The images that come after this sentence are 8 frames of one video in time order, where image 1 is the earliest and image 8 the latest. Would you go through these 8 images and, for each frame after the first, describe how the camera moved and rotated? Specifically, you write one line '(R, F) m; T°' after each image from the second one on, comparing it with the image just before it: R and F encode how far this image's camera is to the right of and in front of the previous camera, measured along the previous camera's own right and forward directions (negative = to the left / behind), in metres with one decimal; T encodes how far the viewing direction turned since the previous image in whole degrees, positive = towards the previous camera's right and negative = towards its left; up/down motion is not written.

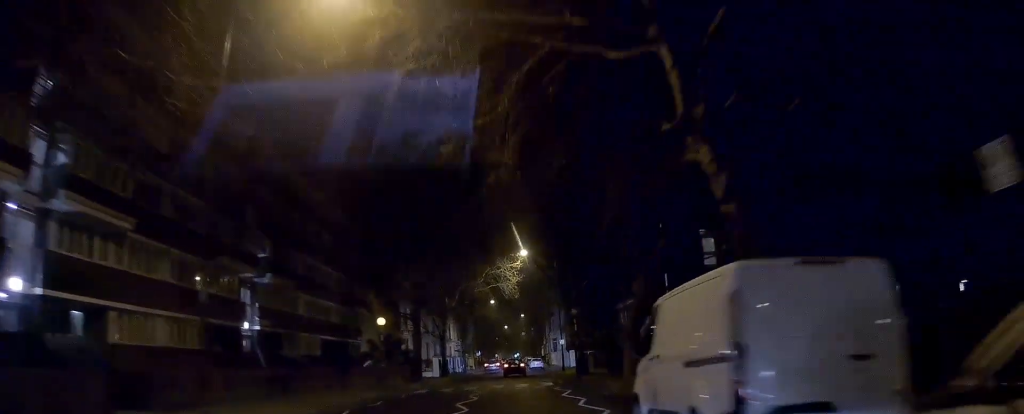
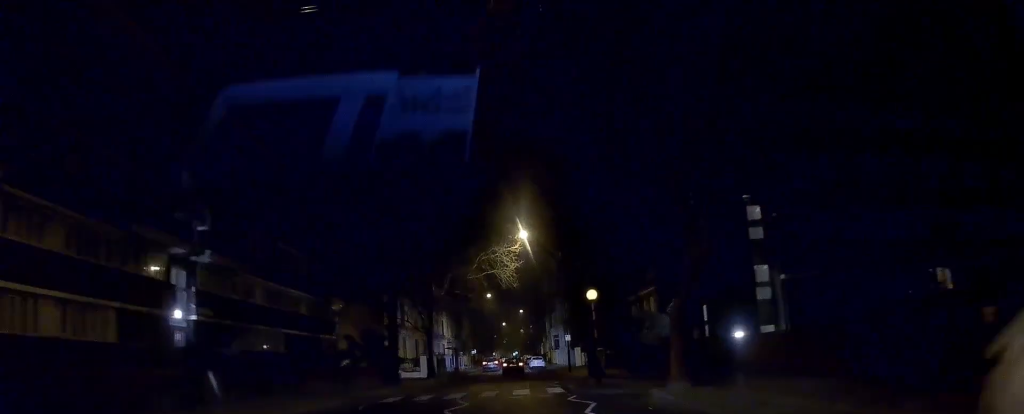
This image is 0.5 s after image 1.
(+0.3, +7.0) m; 0°
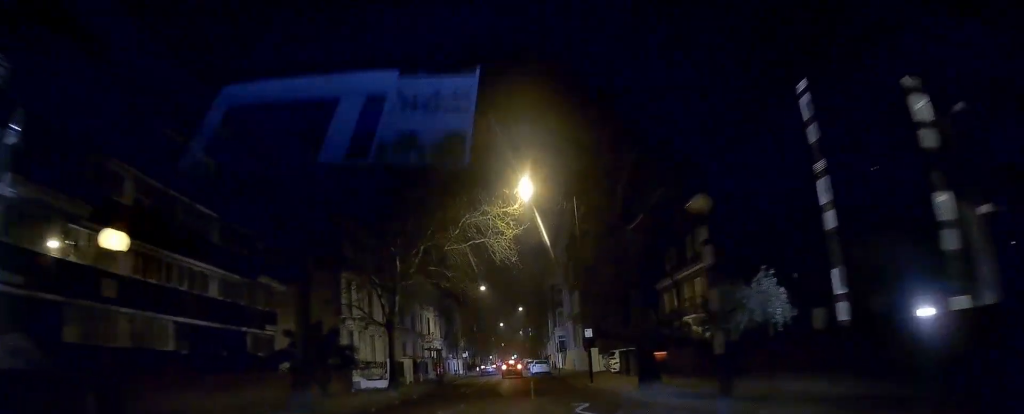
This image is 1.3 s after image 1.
(-0.3, +13.0) m; -1°
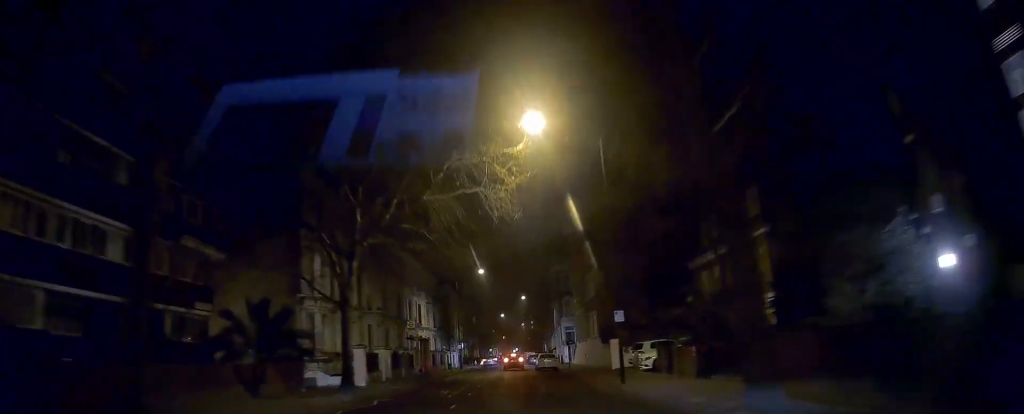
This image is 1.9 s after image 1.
(-0.2, +8.5) m; 0°
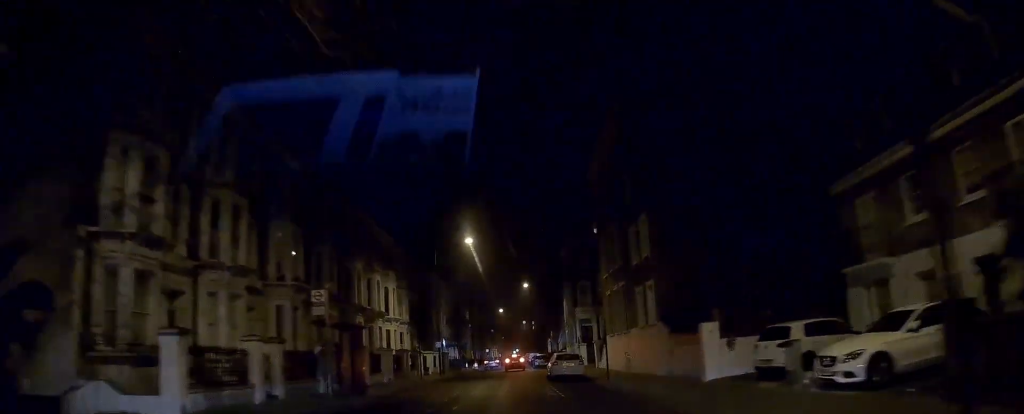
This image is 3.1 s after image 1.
(+0.4, +17.5) m; +1°
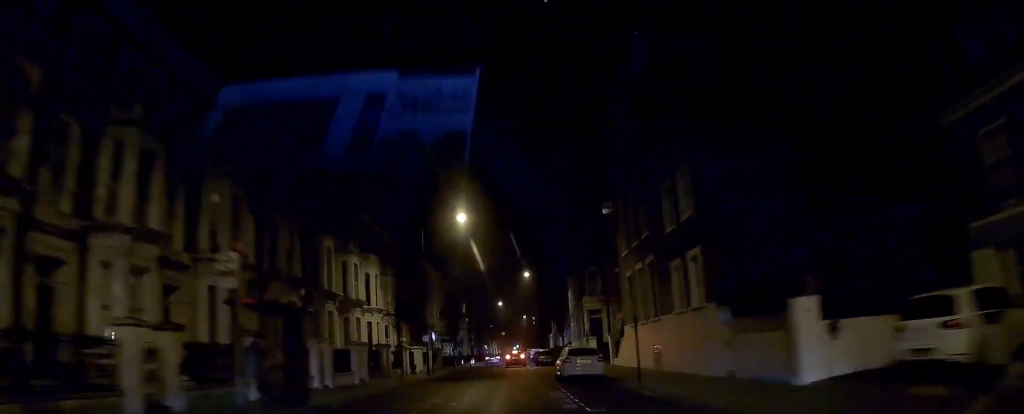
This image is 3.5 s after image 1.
(0.0, +6.5) m; 0°
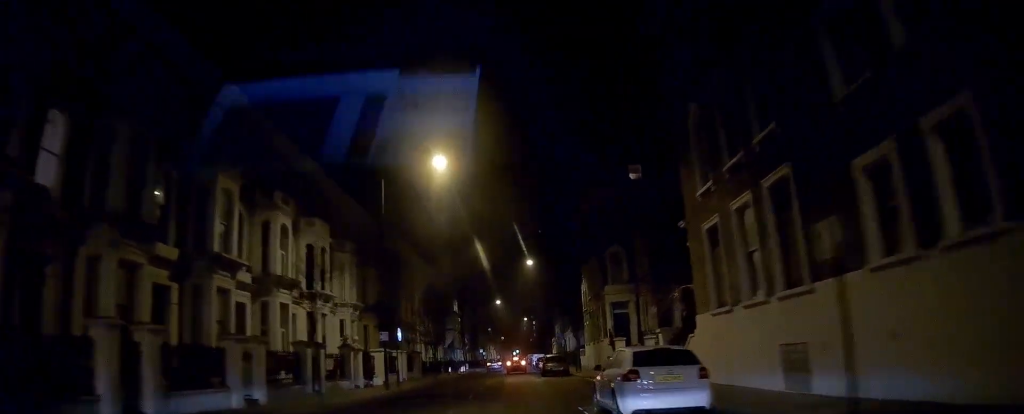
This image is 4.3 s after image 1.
(0.0, +12.7) m; 0°
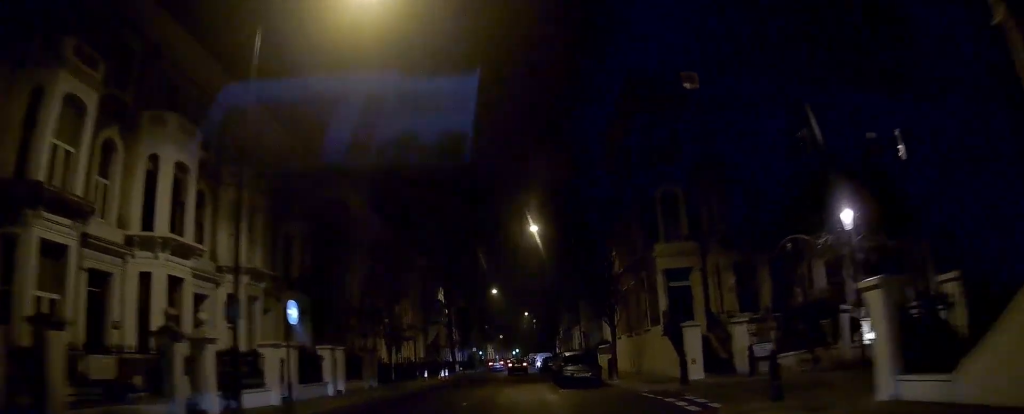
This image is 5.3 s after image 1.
(-0.1, +14.8) m; 0°
